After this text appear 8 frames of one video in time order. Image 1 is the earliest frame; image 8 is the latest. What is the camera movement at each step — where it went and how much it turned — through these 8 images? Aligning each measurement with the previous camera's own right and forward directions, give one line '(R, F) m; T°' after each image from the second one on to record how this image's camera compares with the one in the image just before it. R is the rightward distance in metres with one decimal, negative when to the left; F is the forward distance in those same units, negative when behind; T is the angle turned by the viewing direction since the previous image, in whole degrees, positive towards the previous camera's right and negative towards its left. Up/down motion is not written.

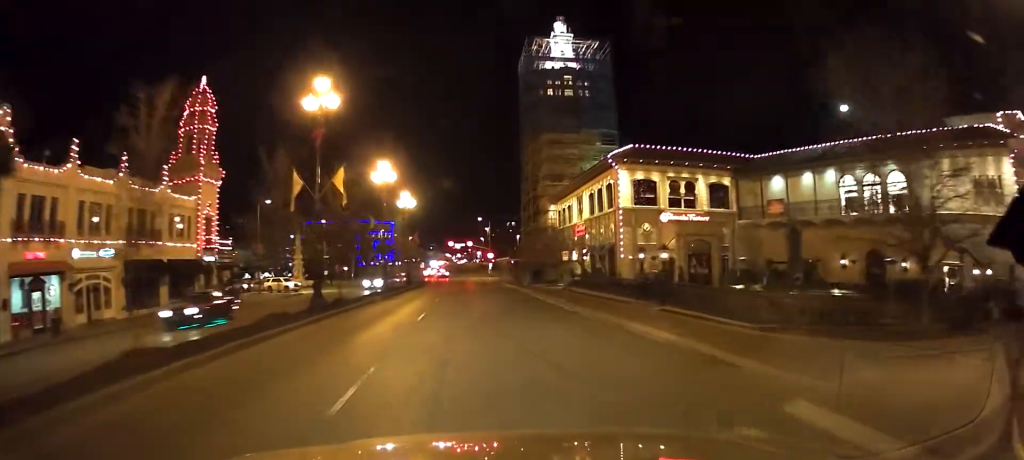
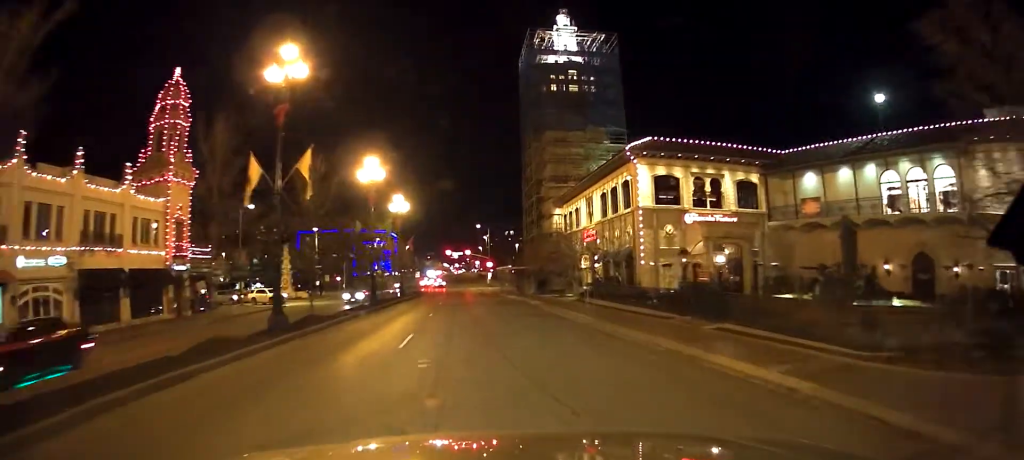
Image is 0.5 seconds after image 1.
(0.0, +6.4) m; 0°
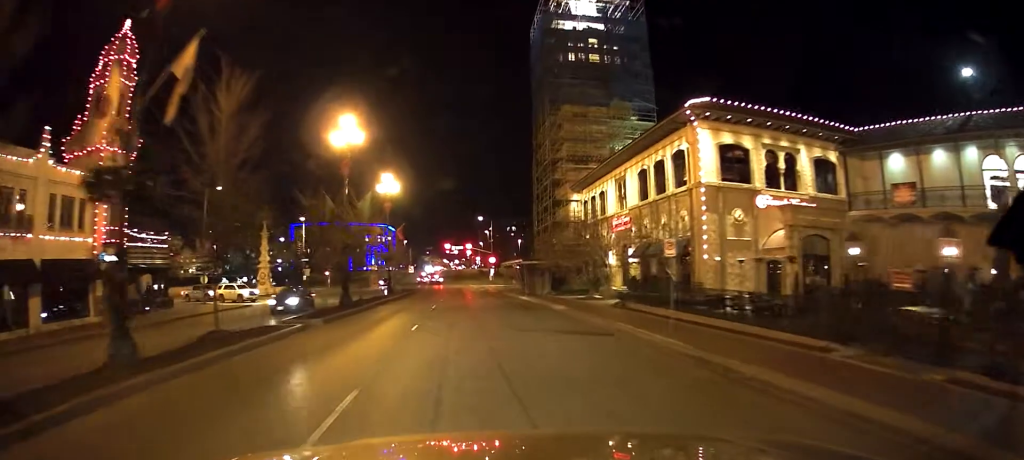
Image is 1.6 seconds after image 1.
(0.0, +12.9) m; 0°
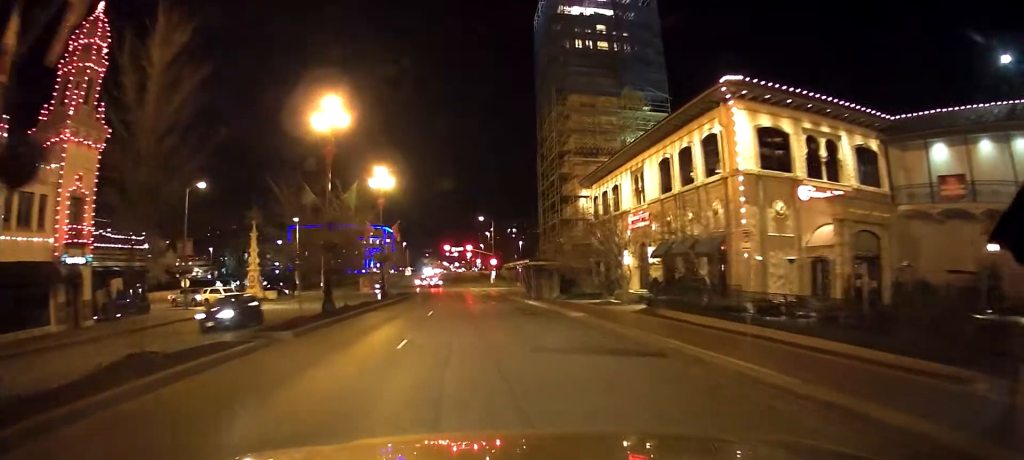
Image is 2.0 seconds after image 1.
(0.0, +5.3) m; 0°
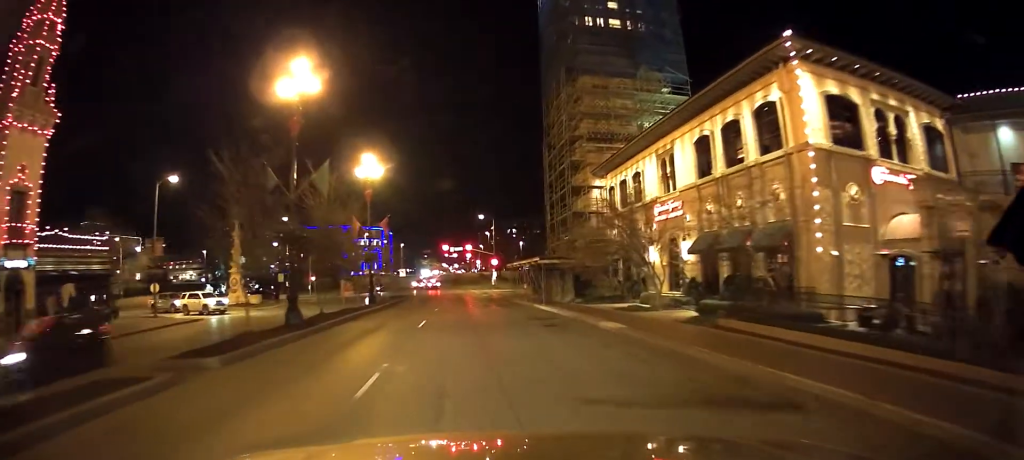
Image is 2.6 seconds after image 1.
(0.0, +7.0) m; 0°
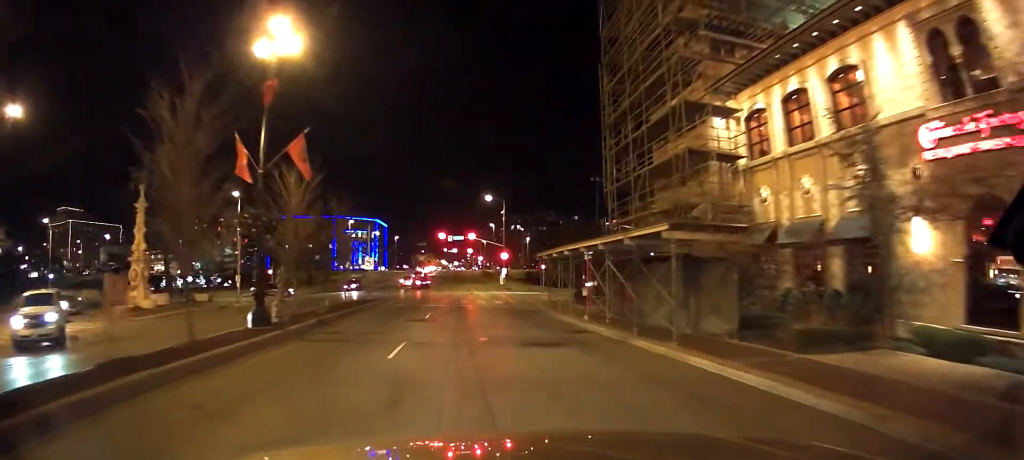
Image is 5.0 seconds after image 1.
(0.0, +24.9) m; +1°
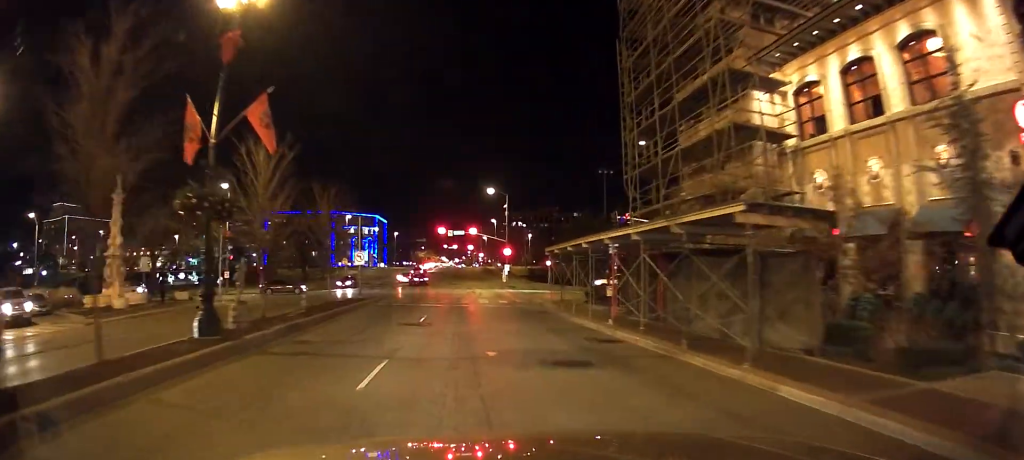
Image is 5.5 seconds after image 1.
(0.0, +3.6) m; +5°
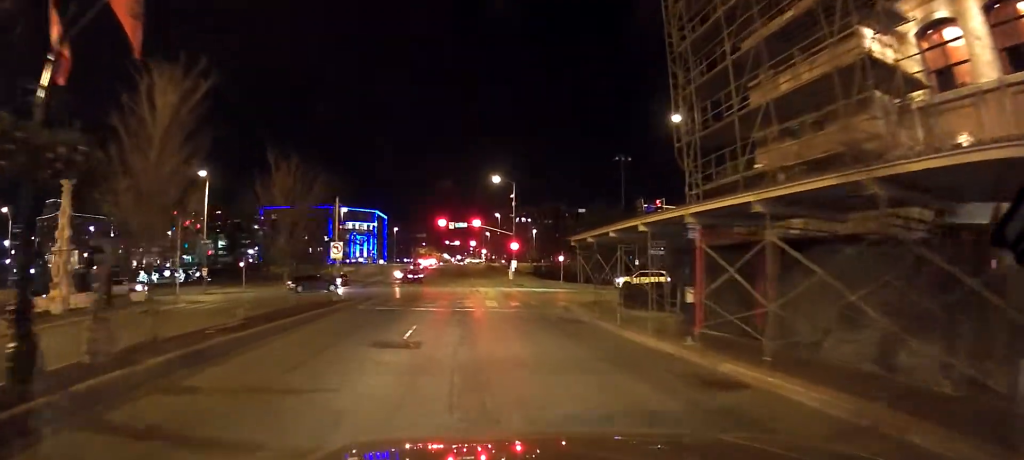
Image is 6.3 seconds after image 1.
(+0.4, +6.5) m; +2°
